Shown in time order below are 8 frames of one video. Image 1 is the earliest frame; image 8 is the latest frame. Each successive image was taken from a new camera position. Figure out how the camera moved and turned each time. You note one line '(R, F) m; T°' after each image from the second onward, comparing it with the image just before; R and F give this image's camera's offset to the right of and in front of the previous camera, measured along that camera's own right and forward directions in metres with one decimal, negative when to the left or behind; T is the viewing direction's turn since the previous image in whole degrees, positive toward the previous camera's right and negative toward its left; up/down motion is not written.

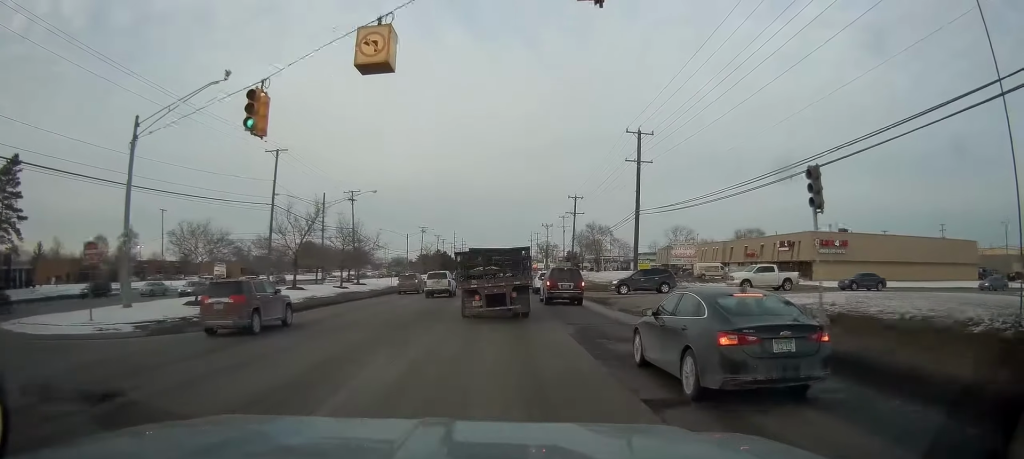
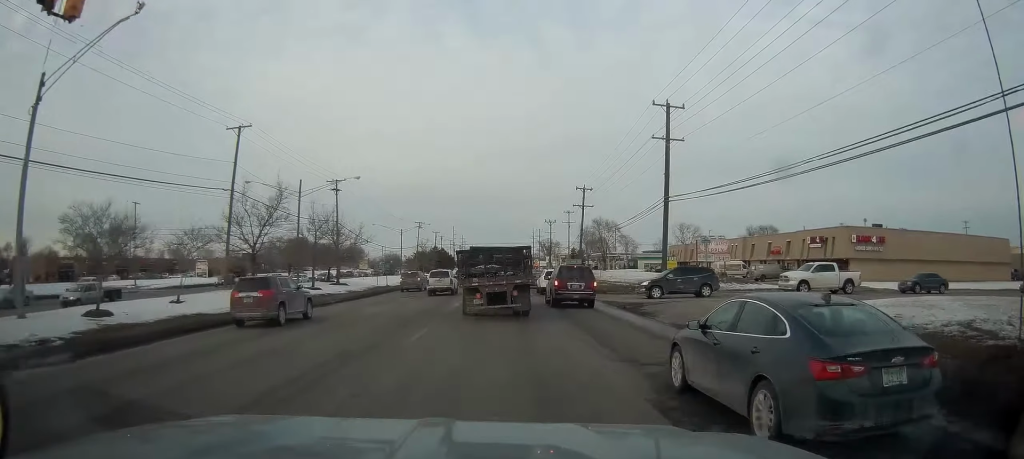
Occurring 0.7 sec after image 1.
(-0.3, +8.5) m; -1°
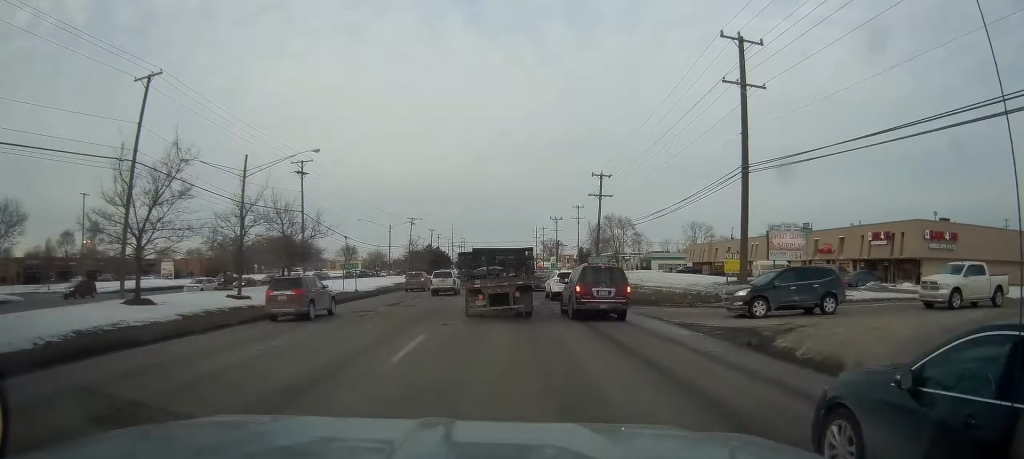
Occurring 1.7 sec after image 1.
(0.0, +13.5) m; 0°
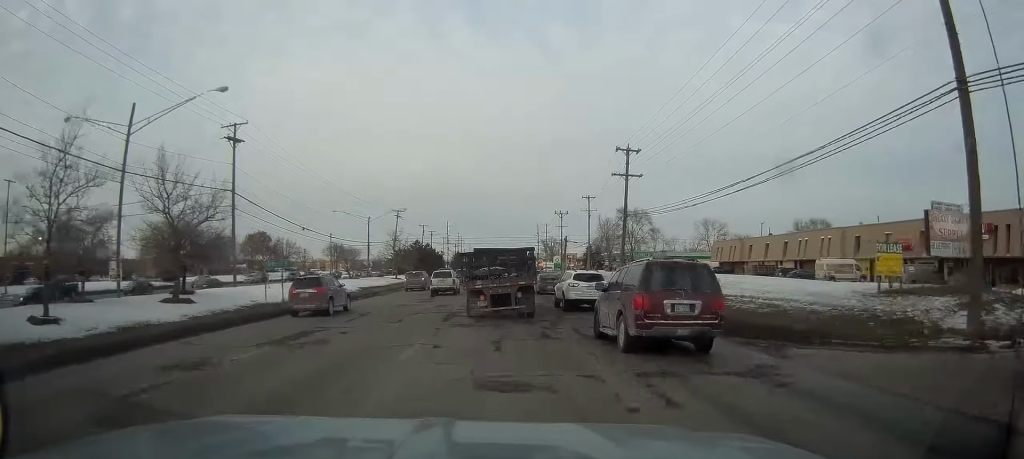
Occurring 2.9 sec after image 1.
(-0.1, +15.8) m; 0°
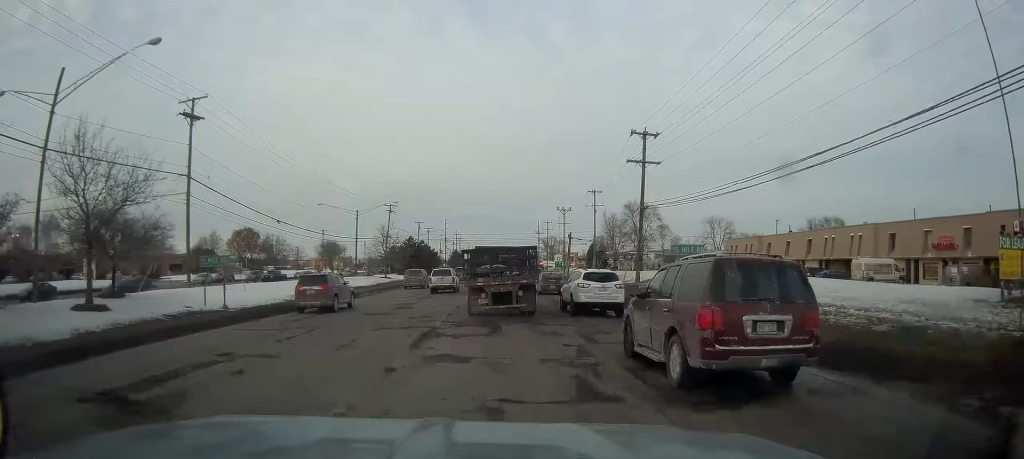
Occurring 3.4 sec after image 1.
(-0.1, +7.0) m; 0°
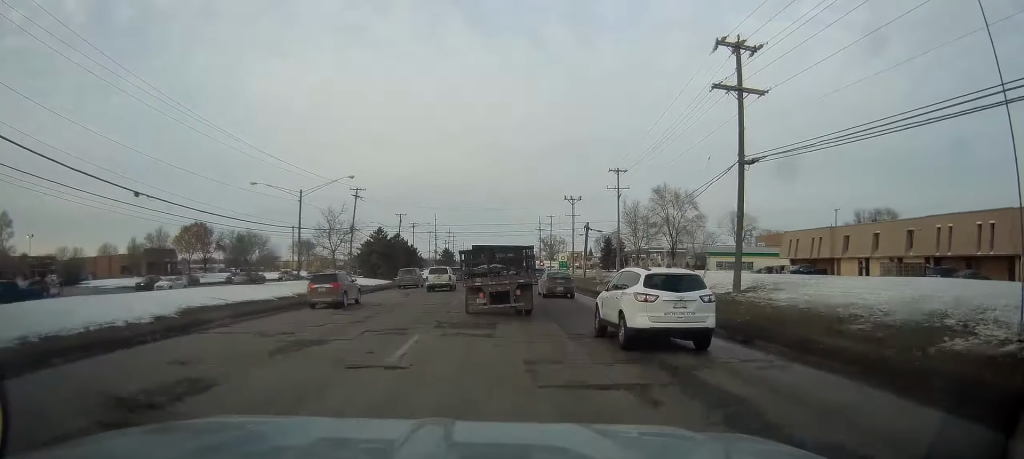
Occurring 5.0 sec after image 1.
(+0.1, +23.8) m; 0°
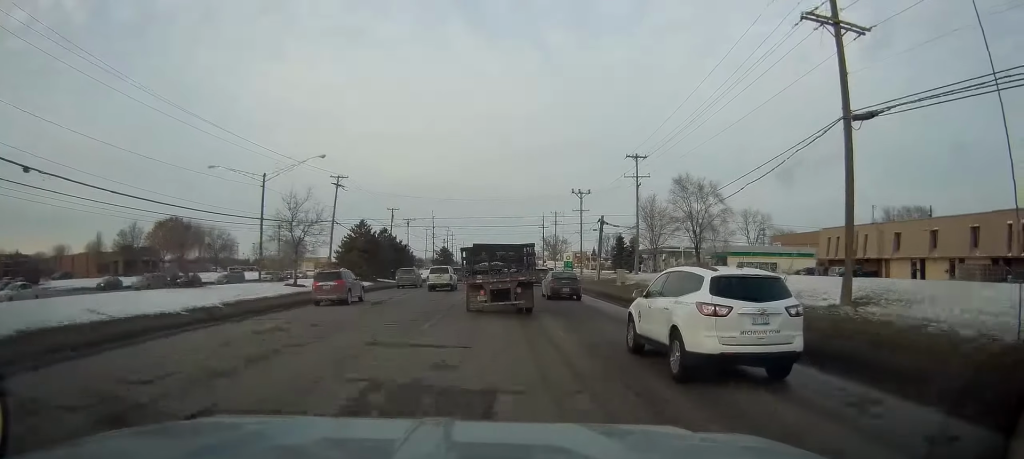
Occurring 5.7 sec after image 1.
(+0.1, +11.1) m; 0°
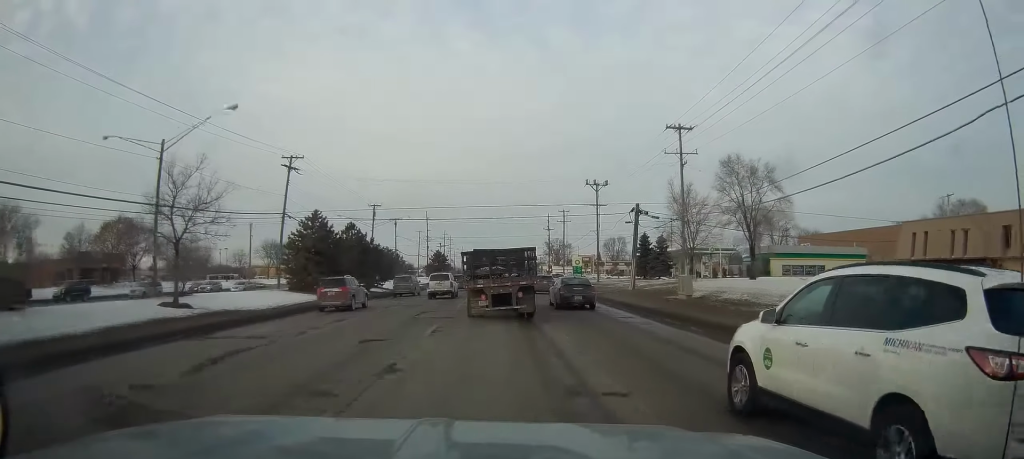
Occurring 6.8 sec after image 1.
(+0.1, +18.4) m; 0°
